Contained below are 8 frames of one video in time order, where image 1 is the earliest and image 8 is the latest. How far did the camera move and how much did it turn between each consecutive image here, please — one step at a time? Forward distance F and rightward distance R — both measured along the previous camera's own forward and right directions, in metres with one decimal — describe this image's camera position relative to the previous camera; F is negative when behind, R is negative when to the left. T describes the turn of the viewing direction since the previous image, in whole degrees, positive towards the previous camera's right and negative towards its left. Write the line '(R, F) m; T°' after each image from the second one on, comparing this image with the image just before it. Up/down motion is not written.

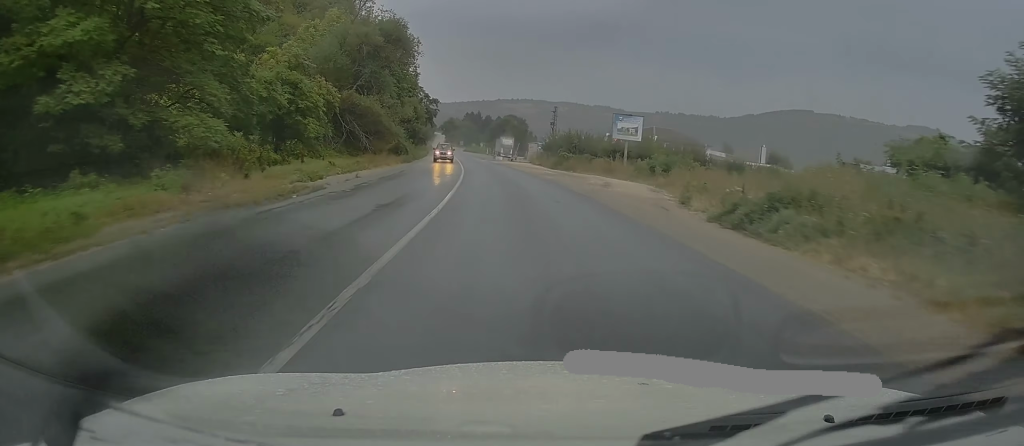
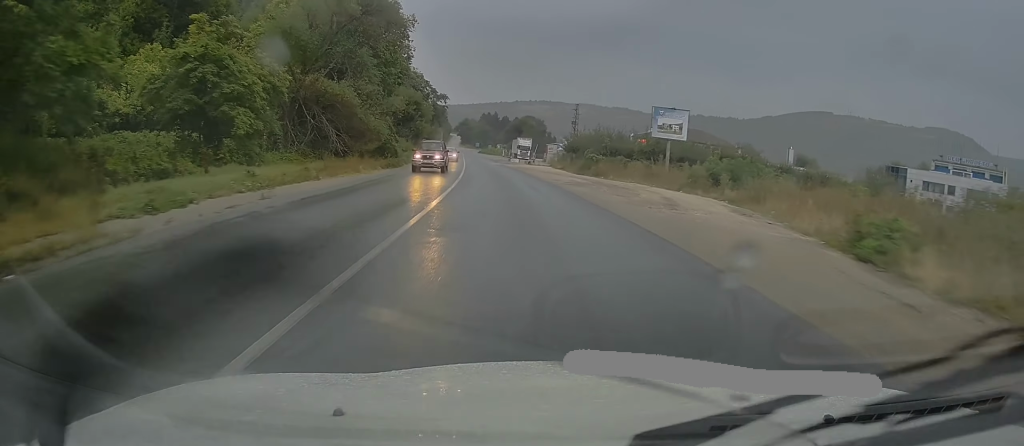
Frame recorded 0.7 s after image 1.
(-0.2, +11.4) m; 0°
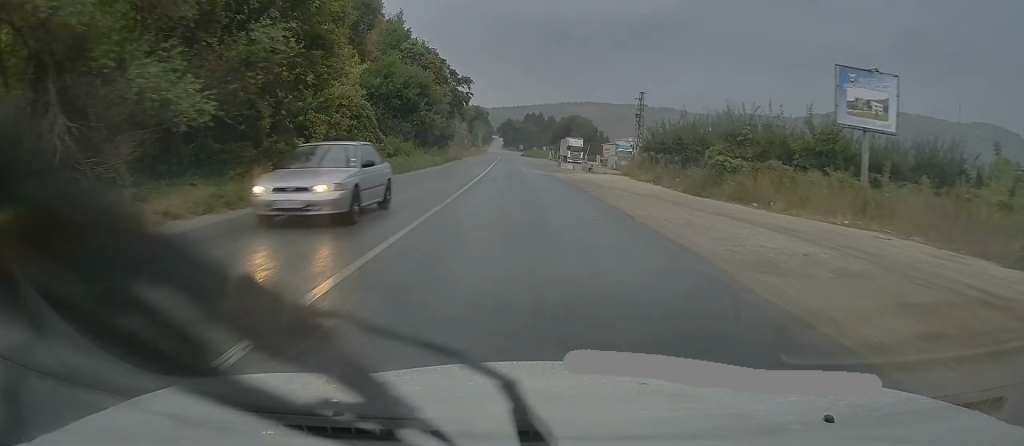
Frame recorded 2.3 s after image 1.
(-0.1, +25.6) m; -3°
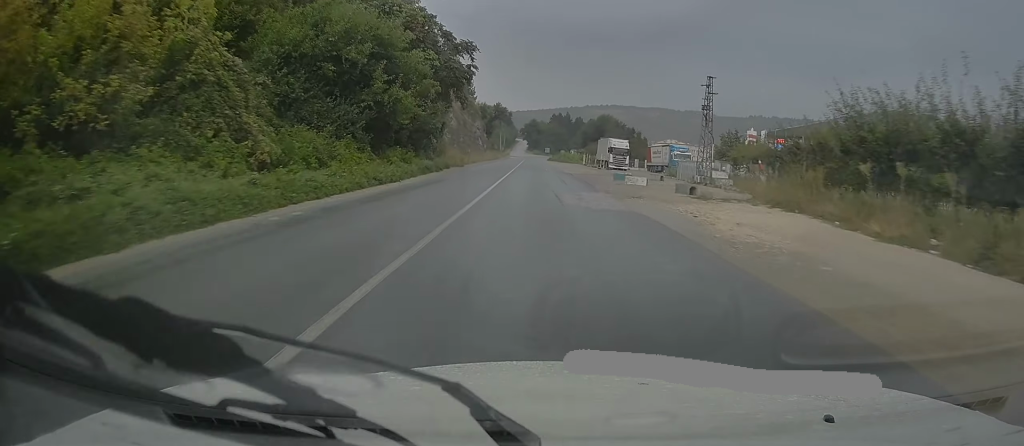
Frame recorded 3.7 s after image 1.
(-0.8, +23.9) m; -3°
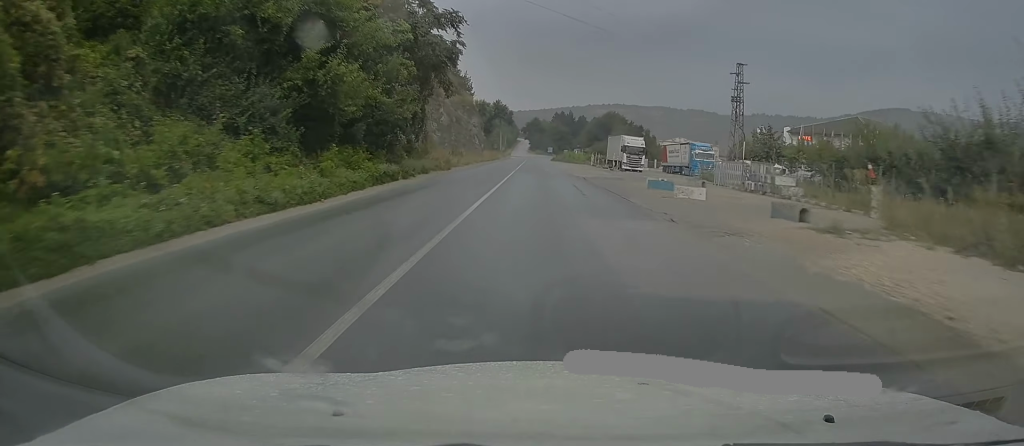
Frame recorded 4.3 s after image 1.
(0.0, +9.8) m; 0°
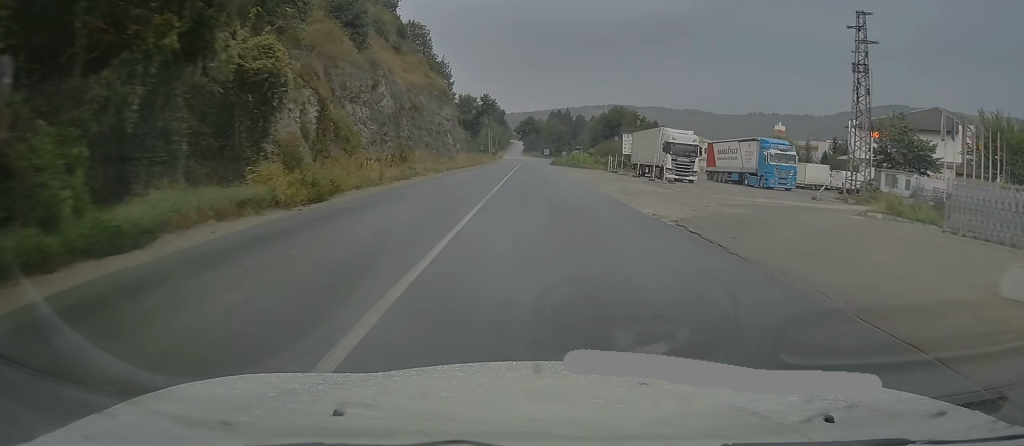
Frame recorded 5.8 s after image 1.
(-0.1, +24.9) m; -1°
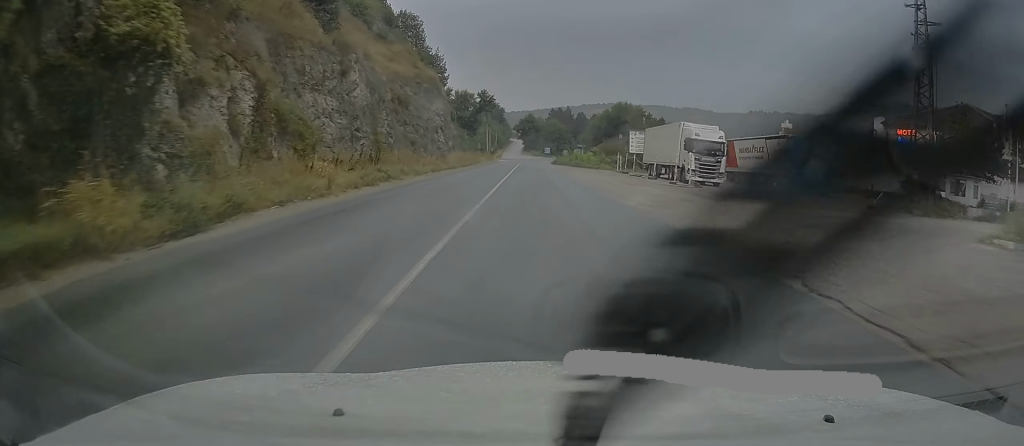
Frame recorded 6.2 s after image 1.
(0.0, +6.8) m; 0°
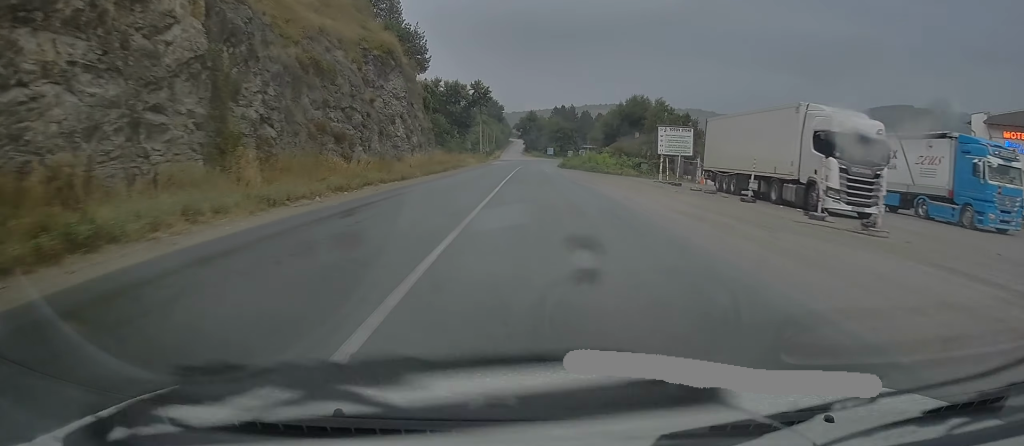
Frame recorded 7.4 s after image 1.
(0.0, +19.6) m; 0°
